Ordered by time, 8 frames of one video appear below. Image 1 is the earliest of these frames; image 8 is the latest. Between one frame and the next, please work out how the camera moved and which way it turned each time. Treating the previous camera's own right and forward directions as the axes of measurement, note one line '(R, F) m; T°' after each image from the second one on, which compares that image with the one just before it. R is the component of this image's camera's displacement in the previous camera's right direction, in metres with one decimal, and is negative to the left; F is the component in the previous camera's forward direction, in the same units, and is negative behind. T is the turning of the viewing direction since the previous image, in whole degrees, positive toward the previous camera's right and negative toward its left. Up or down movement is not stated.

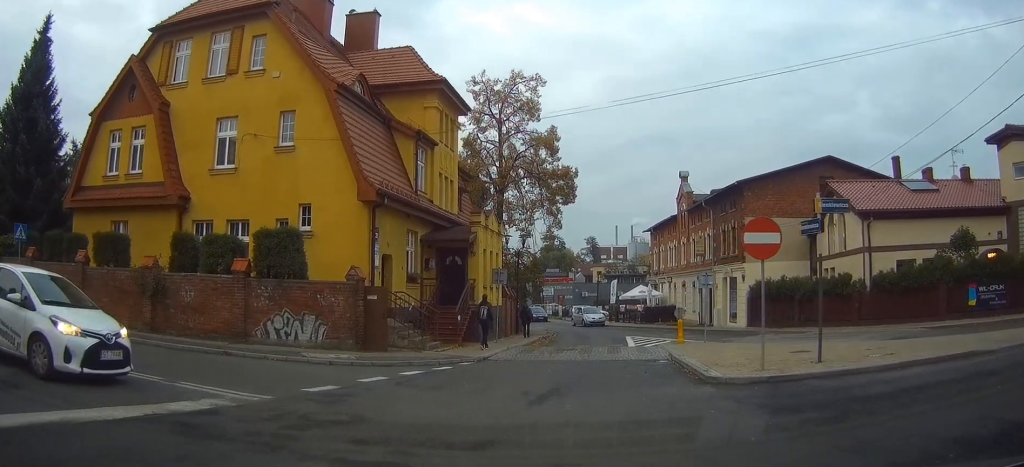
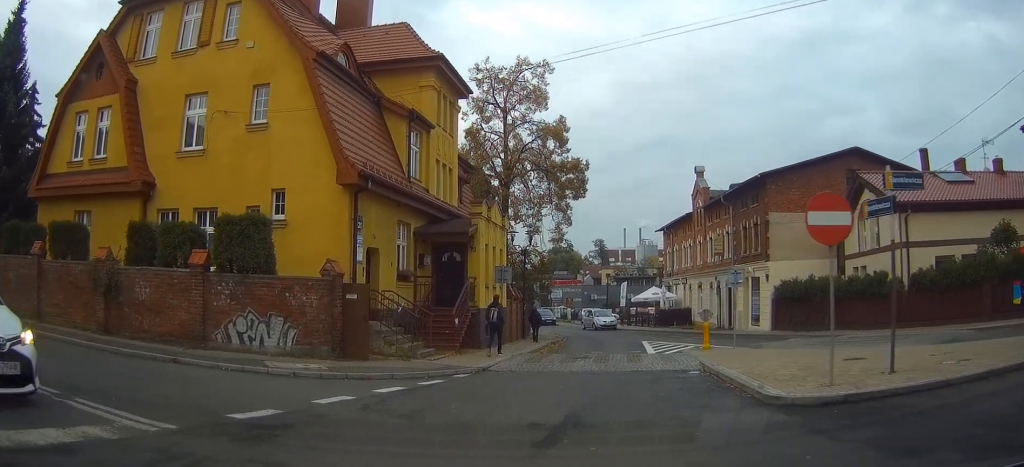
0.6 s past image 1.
(0.0, +3.1) m; -2°
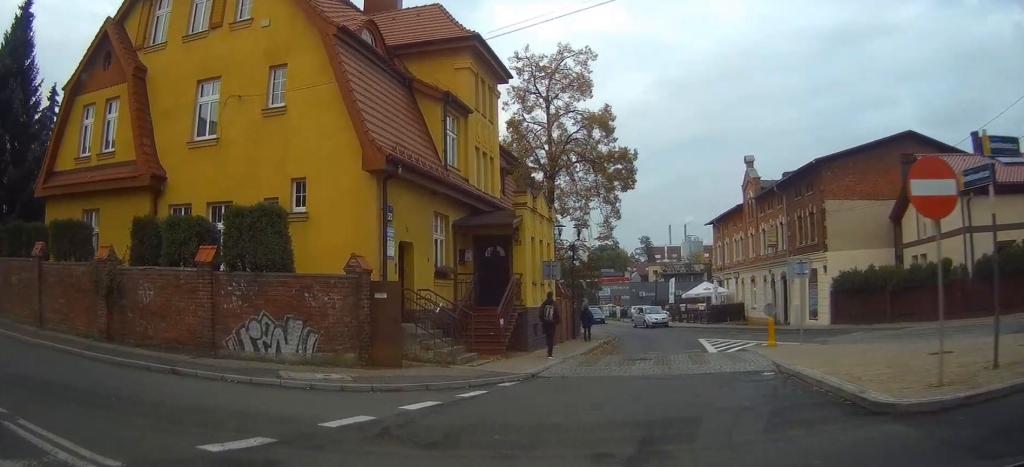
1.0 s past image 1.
(0.0, +1.9) m; -3°
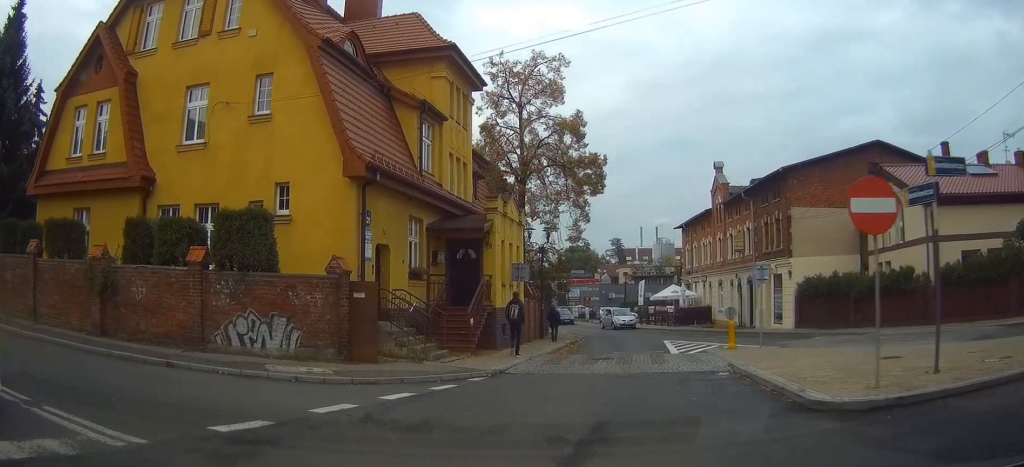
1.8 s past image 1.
(0.0, +3.5) m; -8°
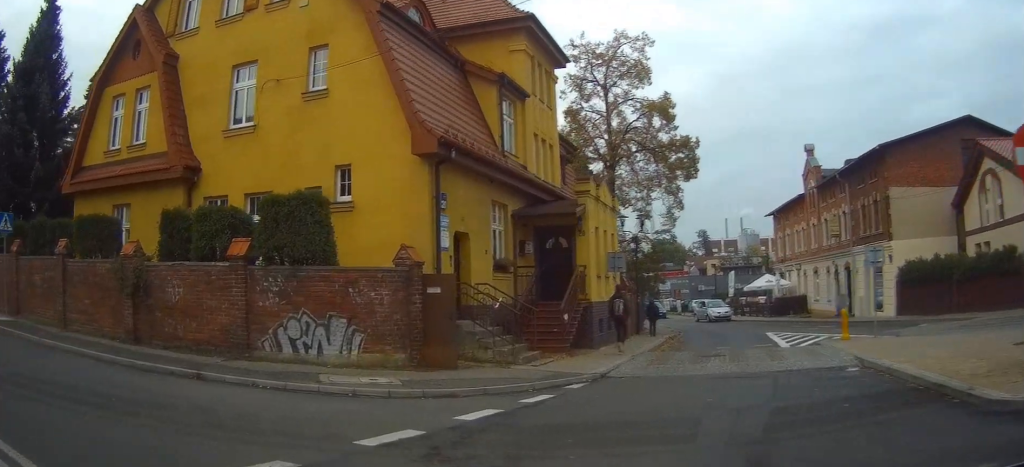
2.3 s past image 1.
(-0.3, +2.0) m; -12°
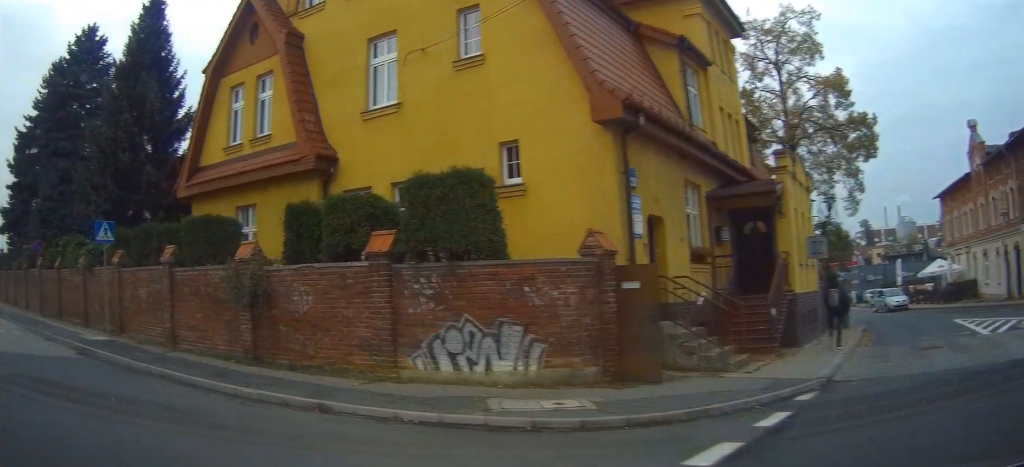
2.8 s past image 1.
(+0.1, +2.3) m; -13°
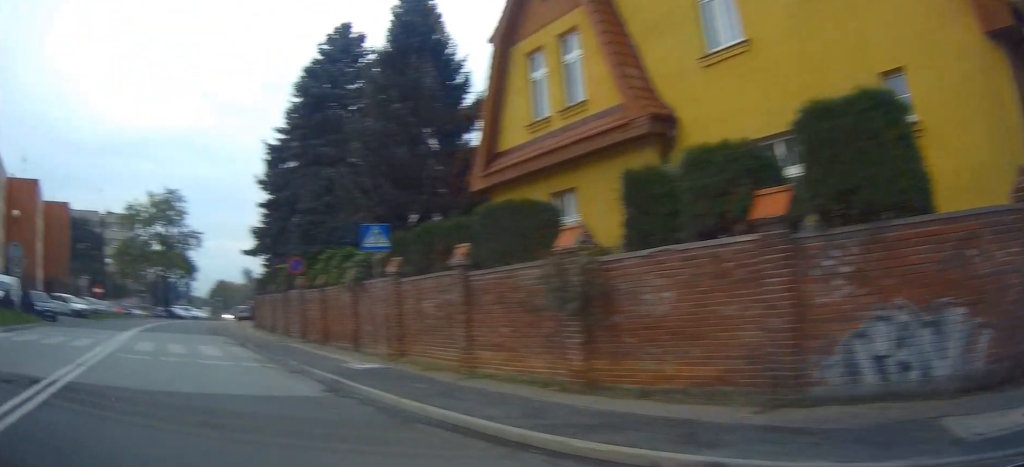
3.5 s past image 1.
(-0.9, +3.5) m; -24°
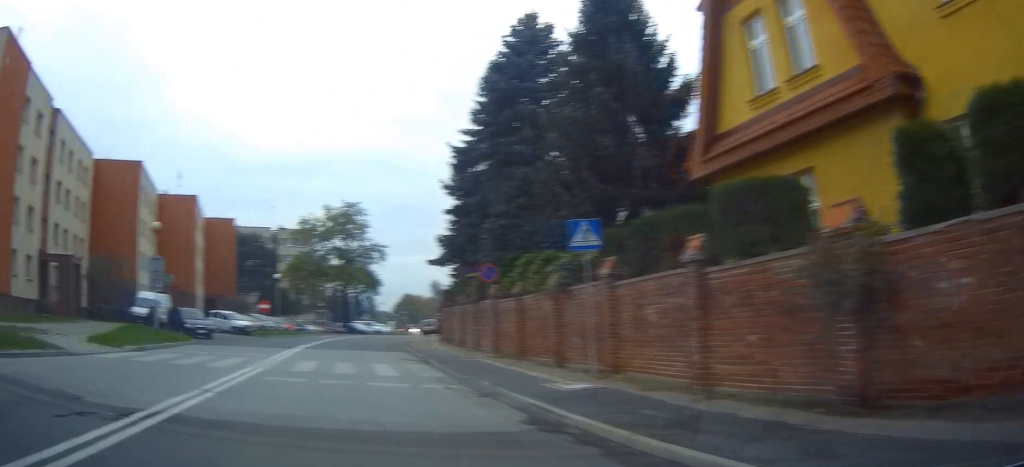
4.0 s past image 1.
(-0.3, +2.4) m; -11°
